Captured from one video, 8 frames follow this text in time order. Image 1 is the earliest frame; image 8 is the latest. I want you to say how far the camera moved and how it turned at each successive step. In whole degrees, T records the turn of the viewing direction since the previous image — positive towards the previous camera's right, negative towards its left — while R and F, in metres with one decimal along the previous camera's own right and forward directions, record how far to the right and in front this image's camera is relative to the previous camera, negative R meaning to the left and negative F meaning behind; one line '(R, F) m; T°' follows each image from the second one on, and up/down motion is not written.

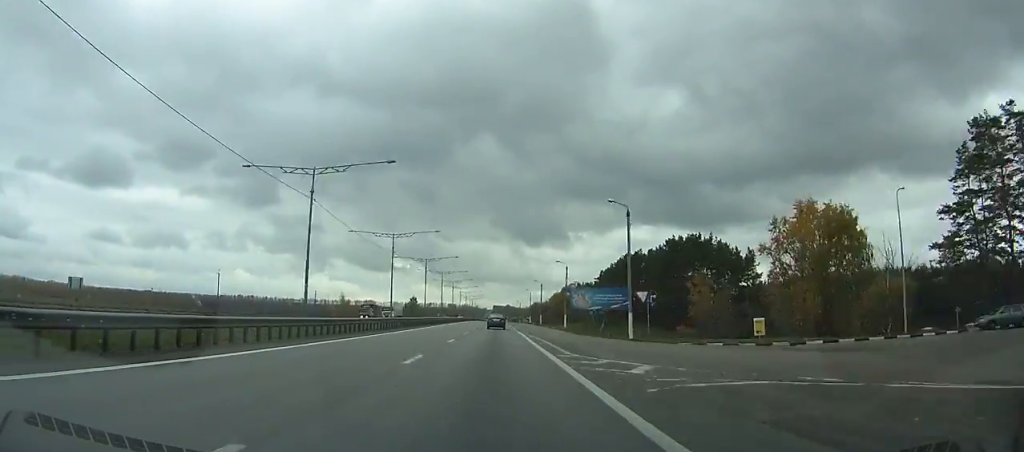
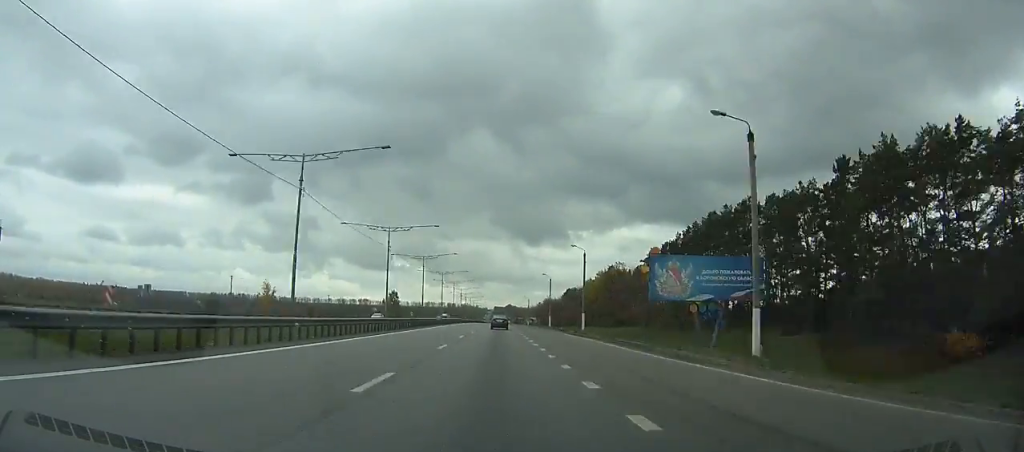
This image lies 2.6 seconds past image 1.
(-0.3, +64.1) m; 0°
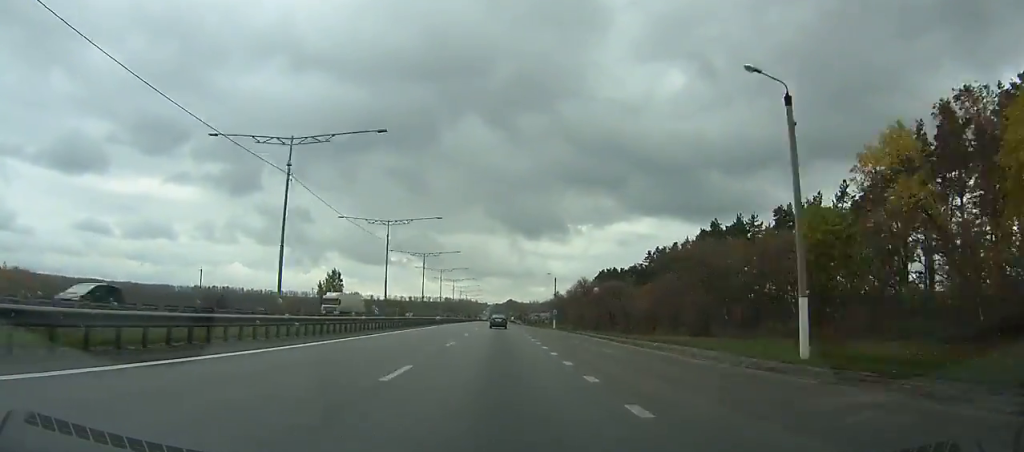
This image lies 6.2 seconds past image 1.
(-0.3, +92.2) m; 0°
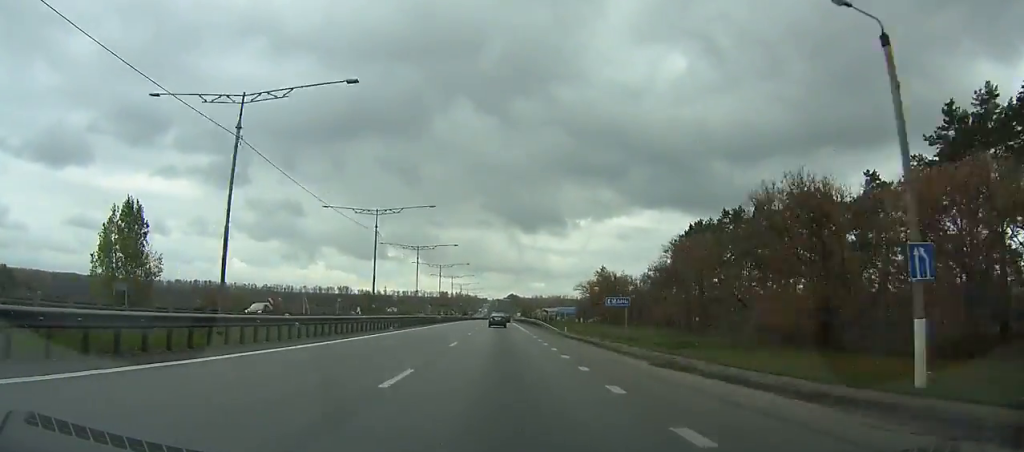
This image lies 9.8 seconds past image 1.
(+0.1, +95.1) m; 0°
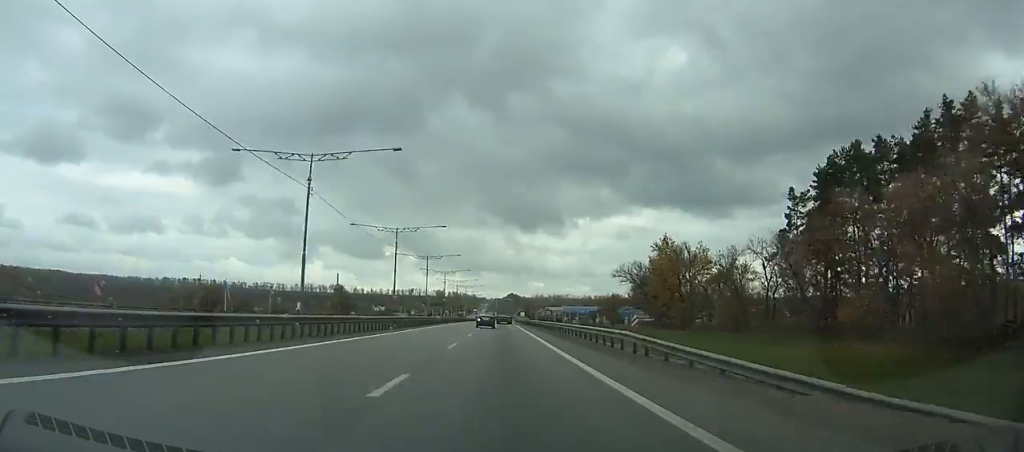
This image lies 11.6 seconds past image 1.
(0.0, +47.9) m; 0°
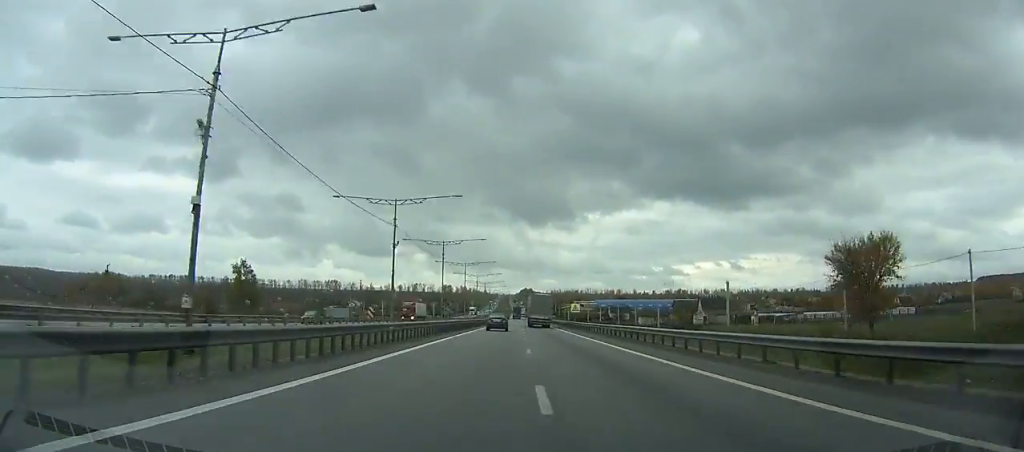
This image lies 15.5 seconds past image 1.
(0.0, +104.1) m; 0°
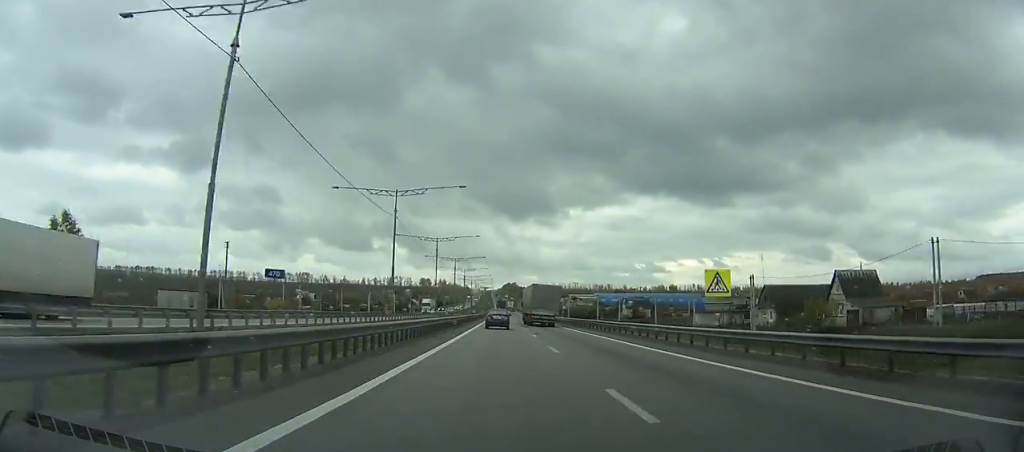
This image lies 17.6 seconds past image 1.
(0.0, +56.8) m; 0°
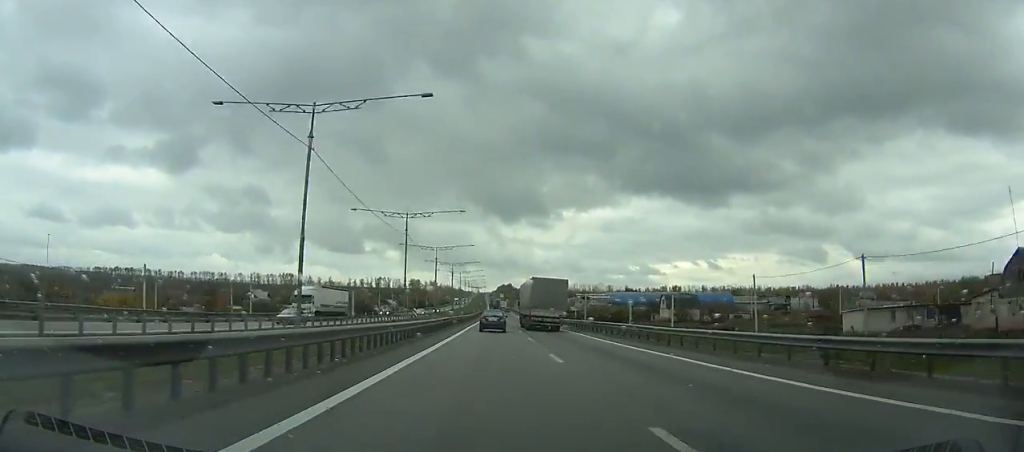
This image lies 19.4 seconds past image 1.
(+0.1, +49.6) m; 0°
